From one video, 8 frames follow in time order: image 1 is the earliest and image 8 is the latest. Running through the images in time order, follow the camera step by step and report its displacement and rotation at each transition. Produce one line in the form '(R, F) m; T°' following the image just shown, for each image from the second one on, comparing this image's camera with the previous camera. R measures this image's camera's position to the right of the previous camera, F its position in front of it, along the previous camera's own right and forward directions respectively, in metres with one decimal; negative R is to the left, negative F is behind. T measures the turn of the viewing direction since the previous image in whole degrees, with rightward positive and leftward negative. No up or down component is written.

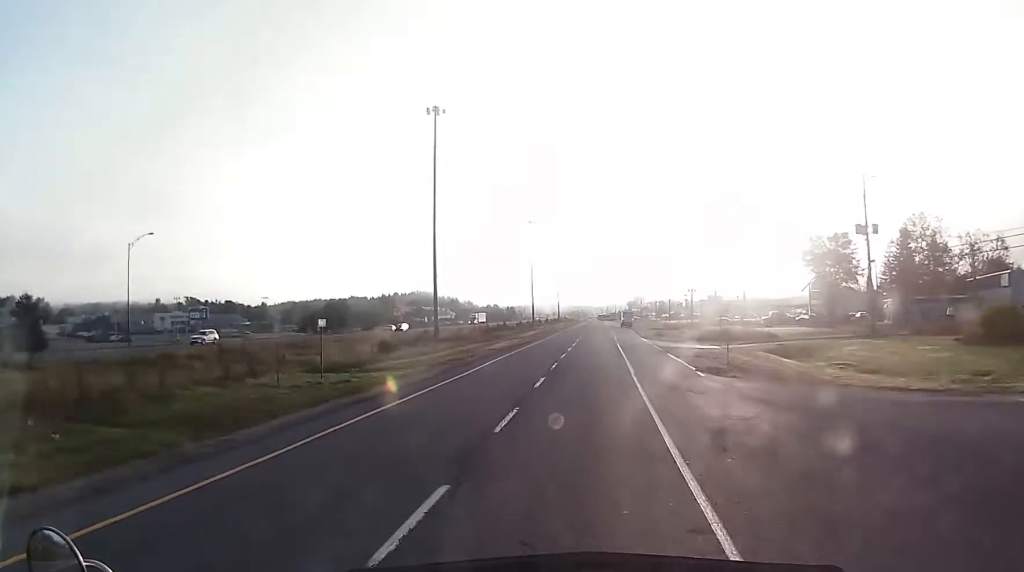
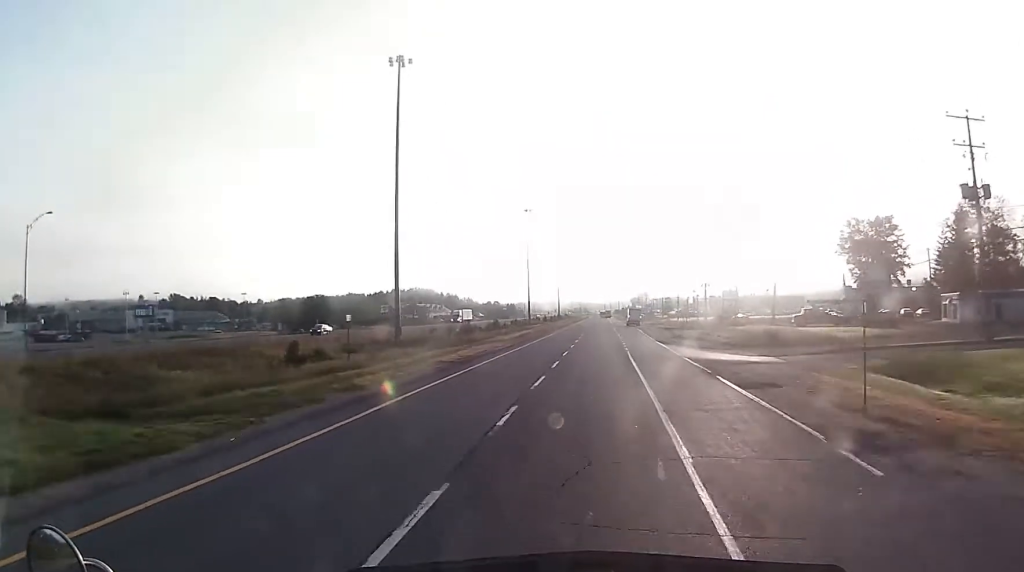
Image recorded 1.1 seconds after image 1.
(-0.2, +19.4) m; 0°
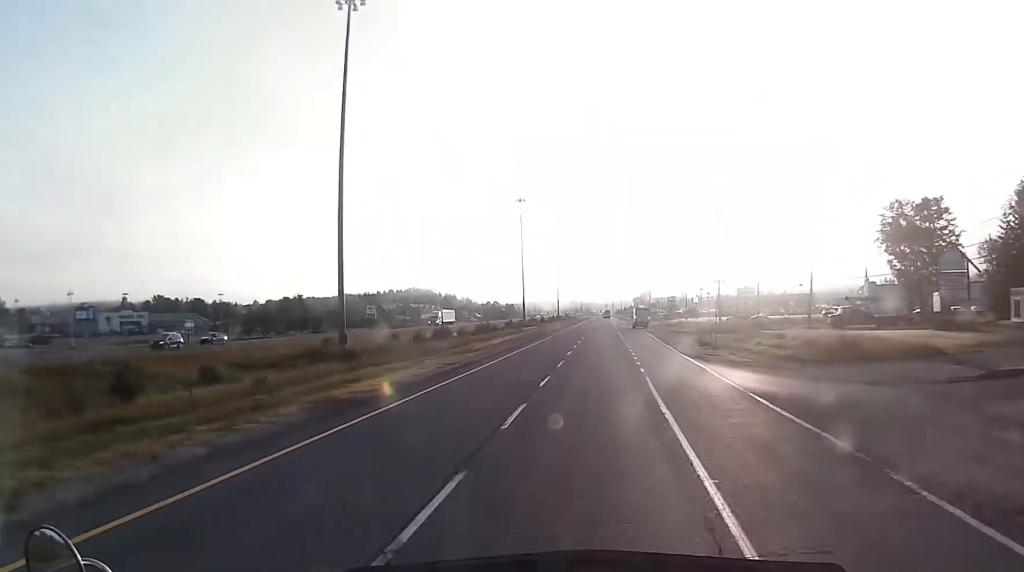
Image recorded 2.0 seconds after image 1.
(+0.3, +17.3) m; +1°
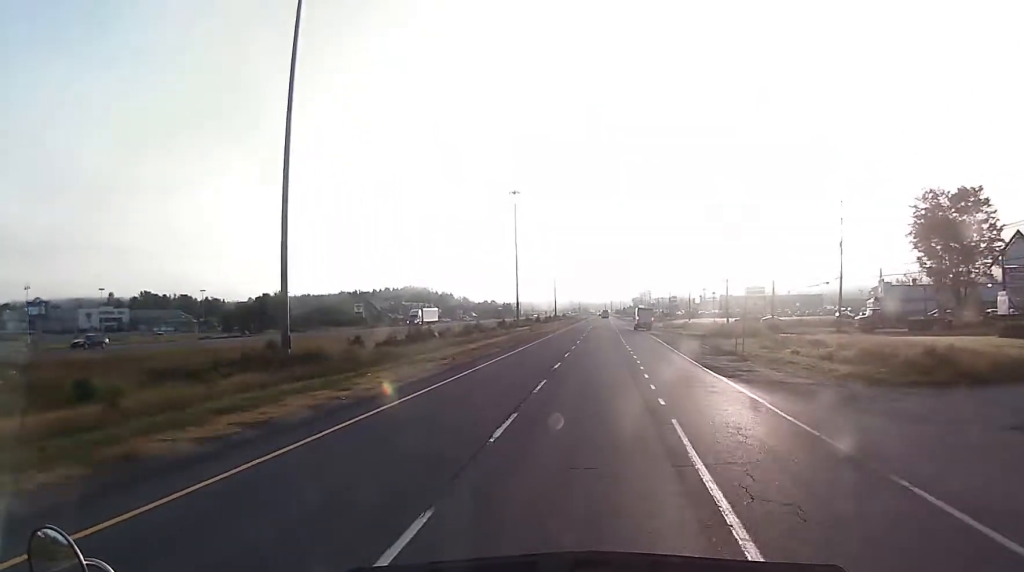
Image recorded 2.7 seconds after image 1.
(0.0, +11.2) m; 0°
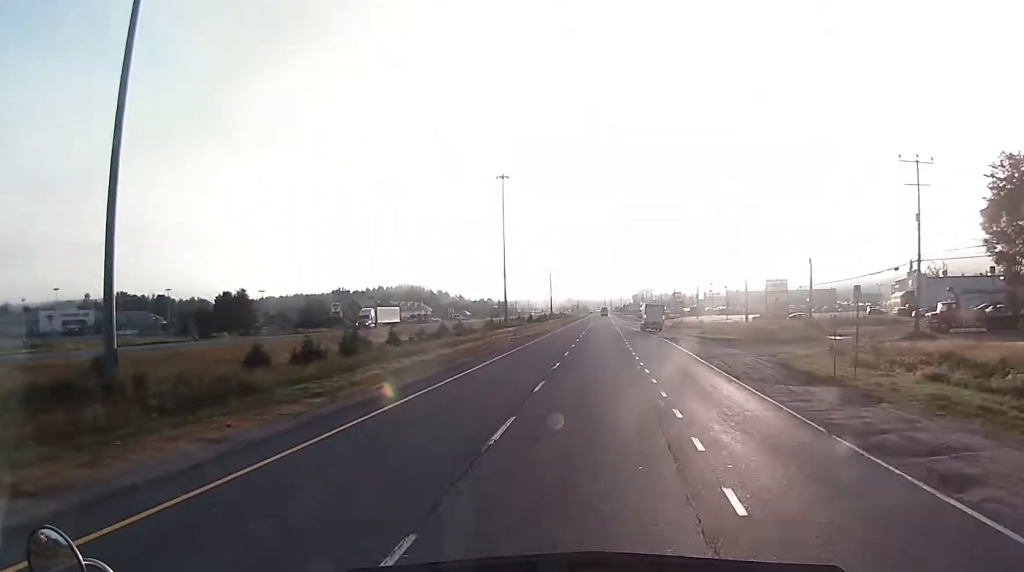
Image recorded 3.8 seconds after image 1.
(0.0, +19.6) m; 0°
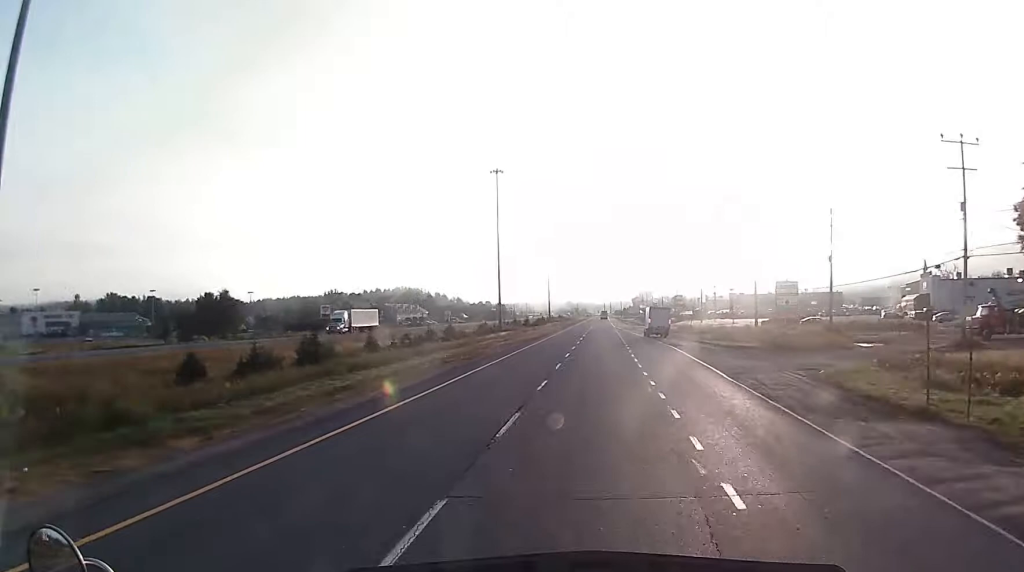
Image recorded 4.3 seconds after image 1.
(0.0, +7.7) m; 0°
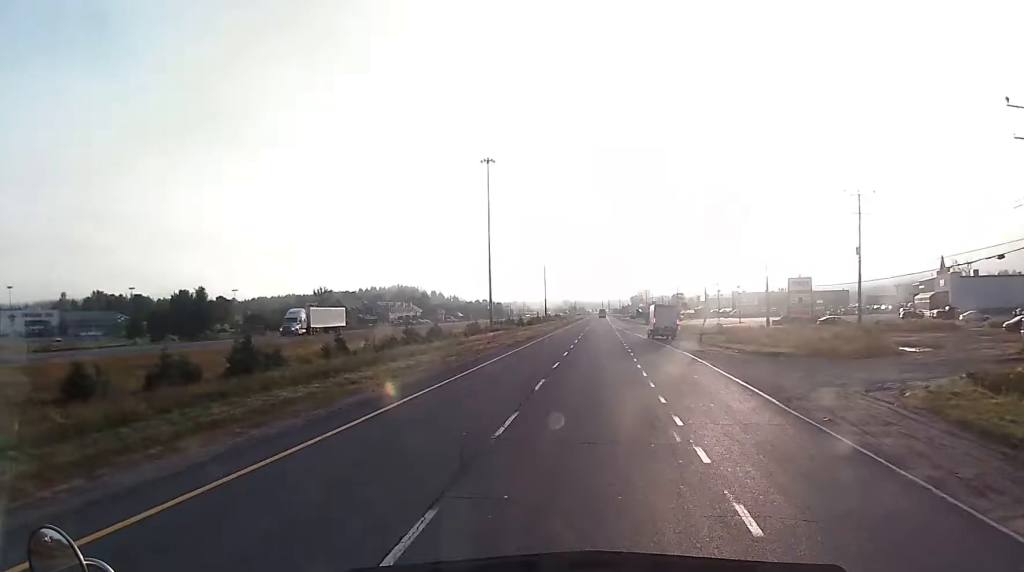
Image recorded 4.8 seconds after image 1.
(0.0, +9.3) m; 0°
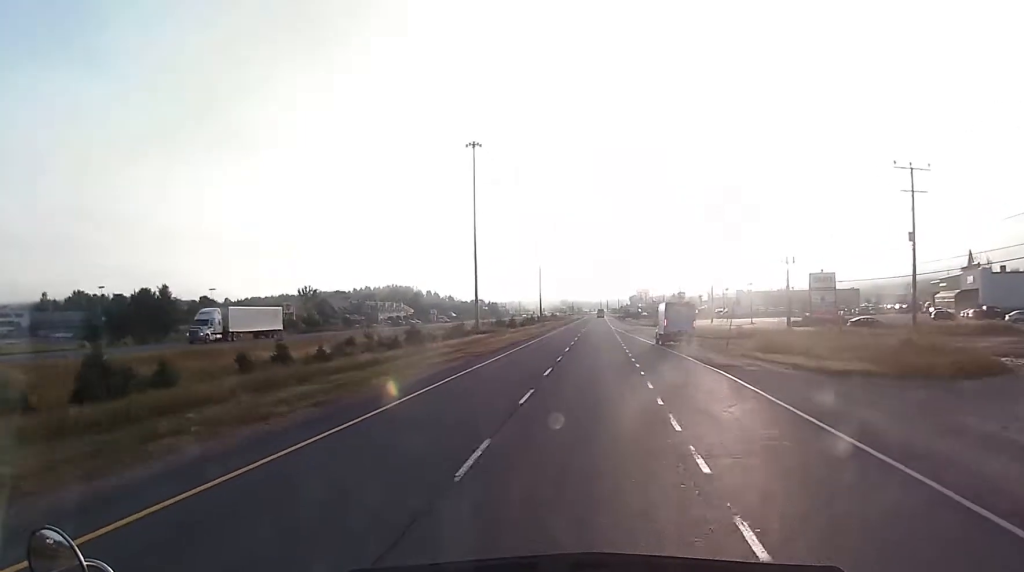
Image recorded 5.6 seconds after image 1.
(-0.1, +12.7) m; 0°
